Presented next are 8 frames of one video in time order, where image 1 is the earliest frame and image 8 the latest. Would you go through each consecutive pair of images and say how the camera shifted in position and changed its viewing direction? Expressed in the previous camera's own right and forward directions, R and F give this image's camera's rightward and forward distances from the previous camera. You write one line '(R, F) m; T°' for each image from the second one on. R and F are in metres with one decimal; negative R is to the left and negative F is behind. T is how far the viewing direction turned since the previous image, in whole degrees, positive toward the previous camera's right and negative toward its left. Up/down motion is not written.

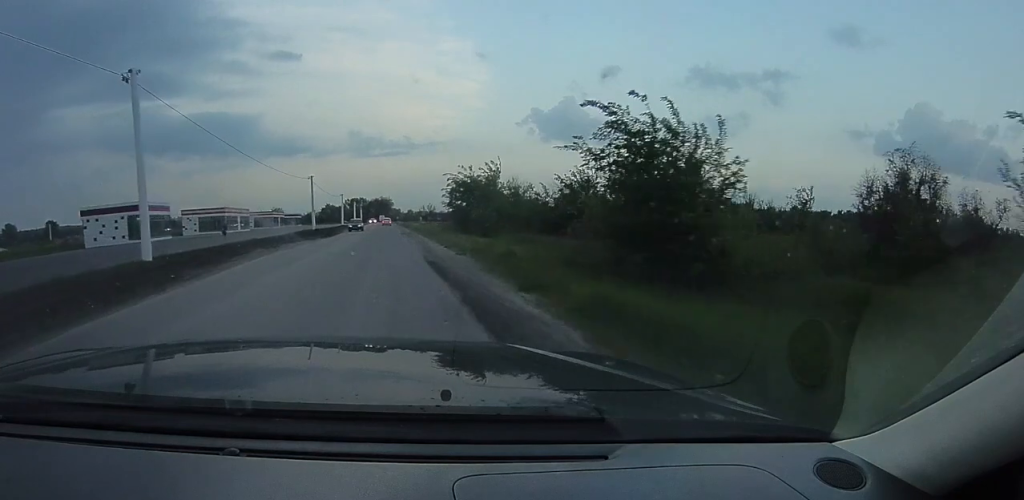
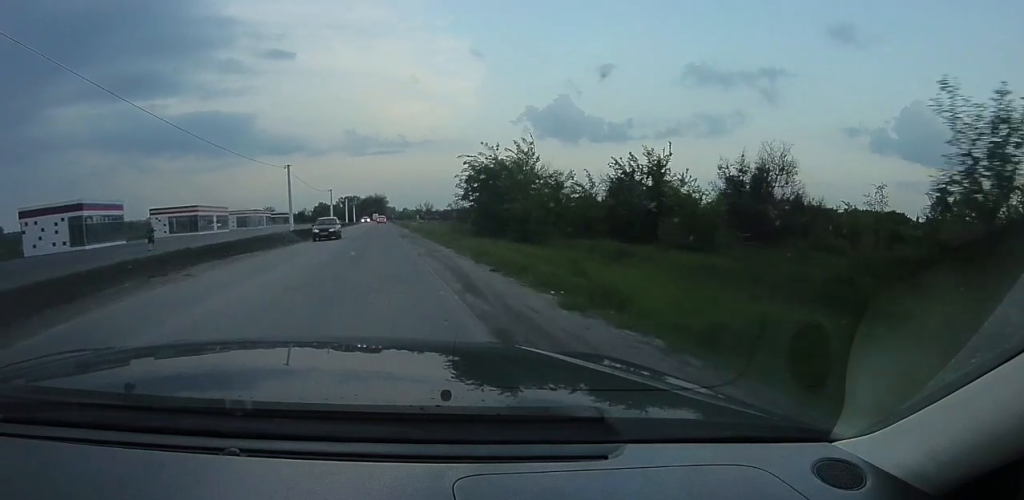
(+0.2, +13.6) m; +2°
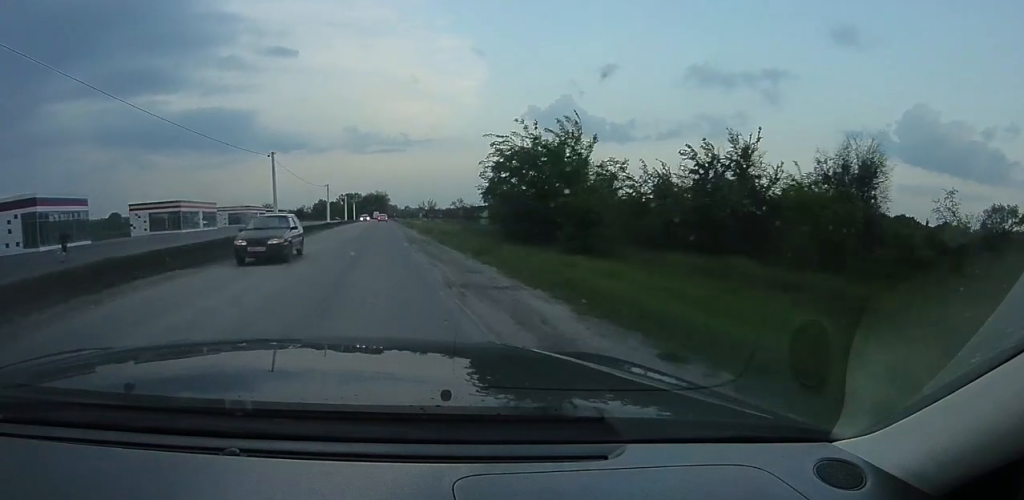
(+0.2, +8.9) m; +1°
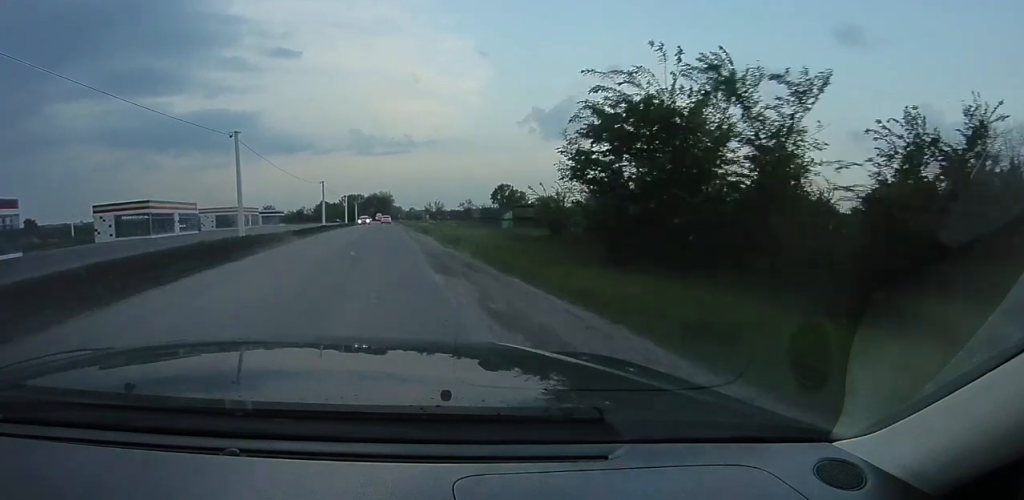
(0.0, +12.6) m; 0°
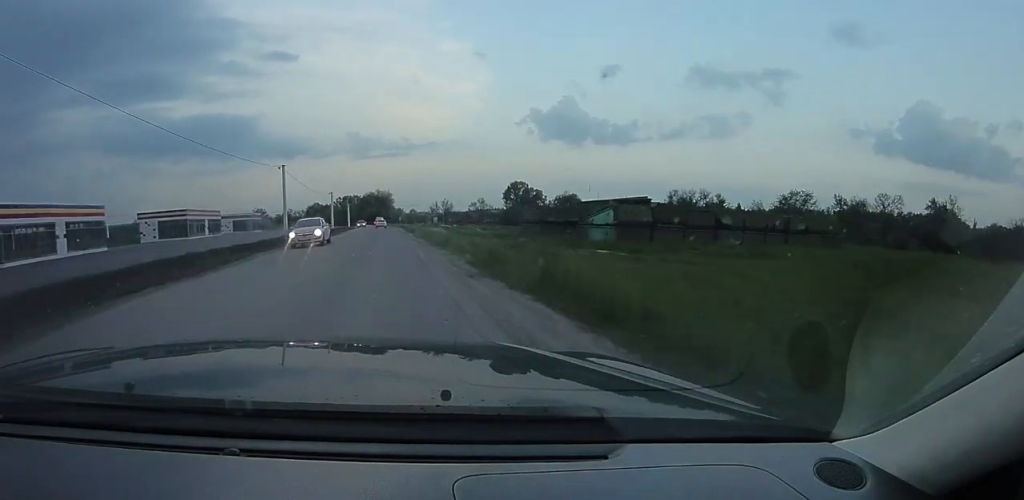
(-0.3, +33.1) m; -1°
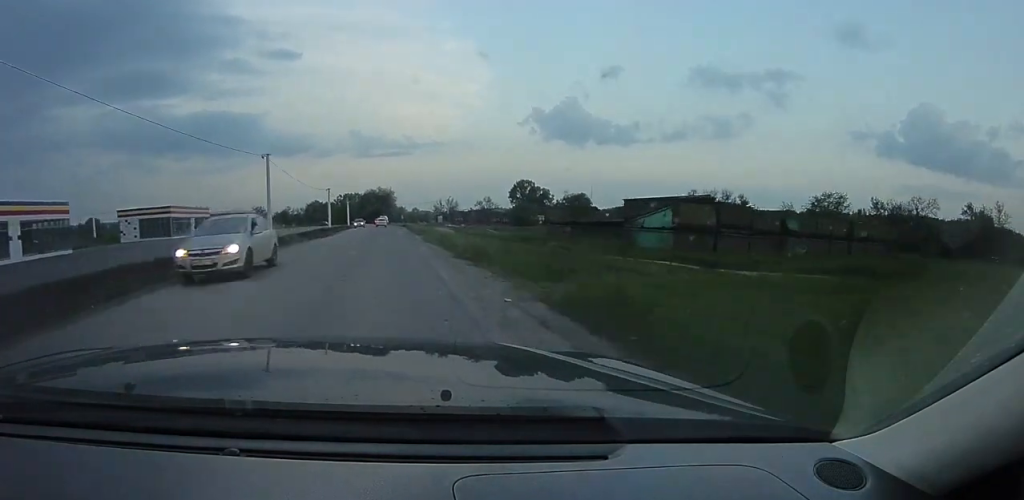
(0.0, +8.3) m; 0°
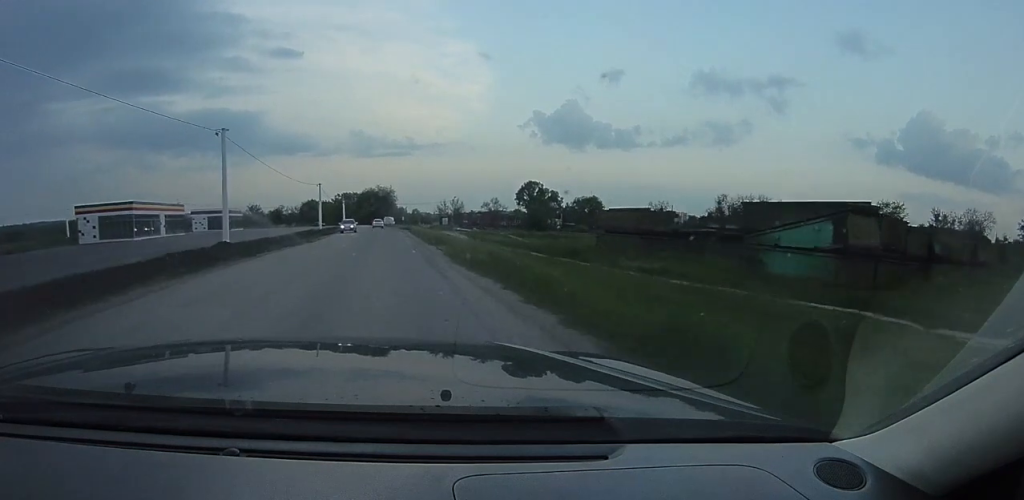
(0.0, +12.0) m; +1°
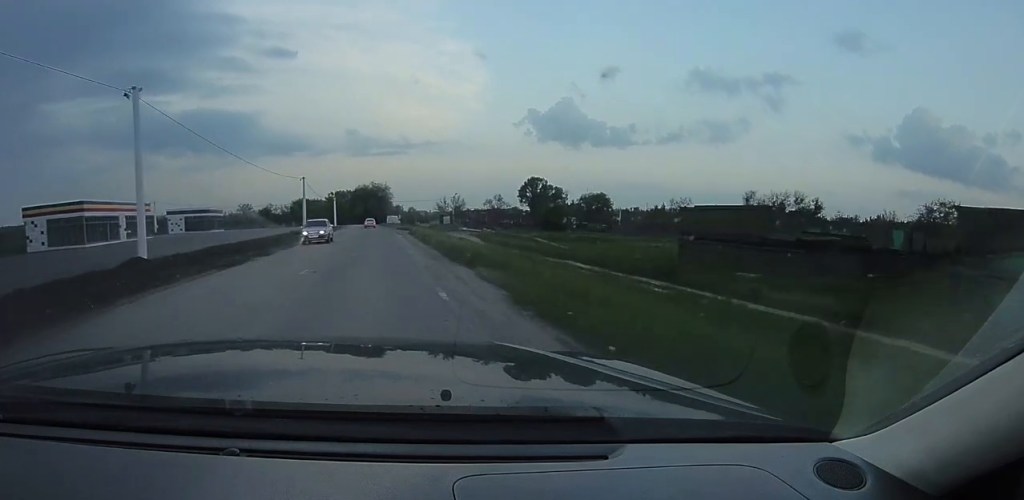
(+0.1, +9.2) m; +1°
